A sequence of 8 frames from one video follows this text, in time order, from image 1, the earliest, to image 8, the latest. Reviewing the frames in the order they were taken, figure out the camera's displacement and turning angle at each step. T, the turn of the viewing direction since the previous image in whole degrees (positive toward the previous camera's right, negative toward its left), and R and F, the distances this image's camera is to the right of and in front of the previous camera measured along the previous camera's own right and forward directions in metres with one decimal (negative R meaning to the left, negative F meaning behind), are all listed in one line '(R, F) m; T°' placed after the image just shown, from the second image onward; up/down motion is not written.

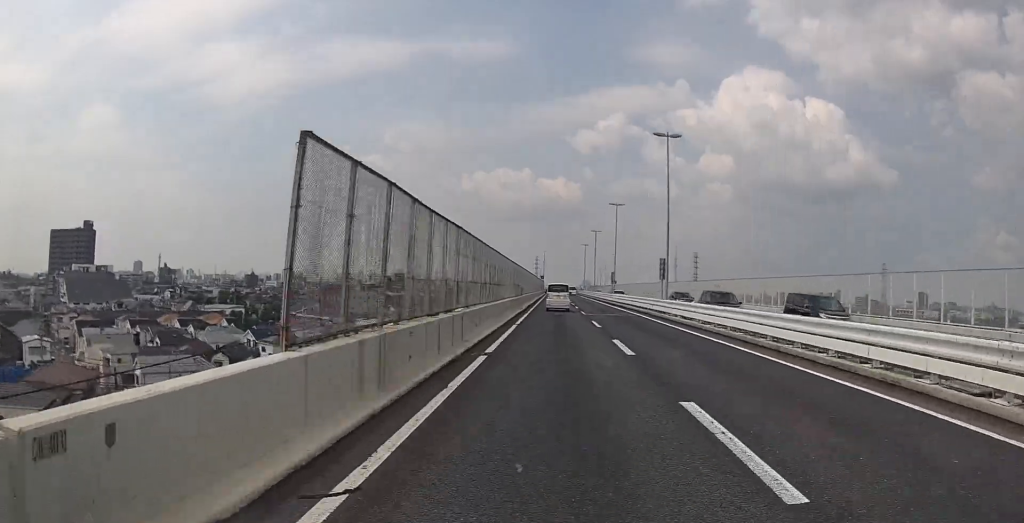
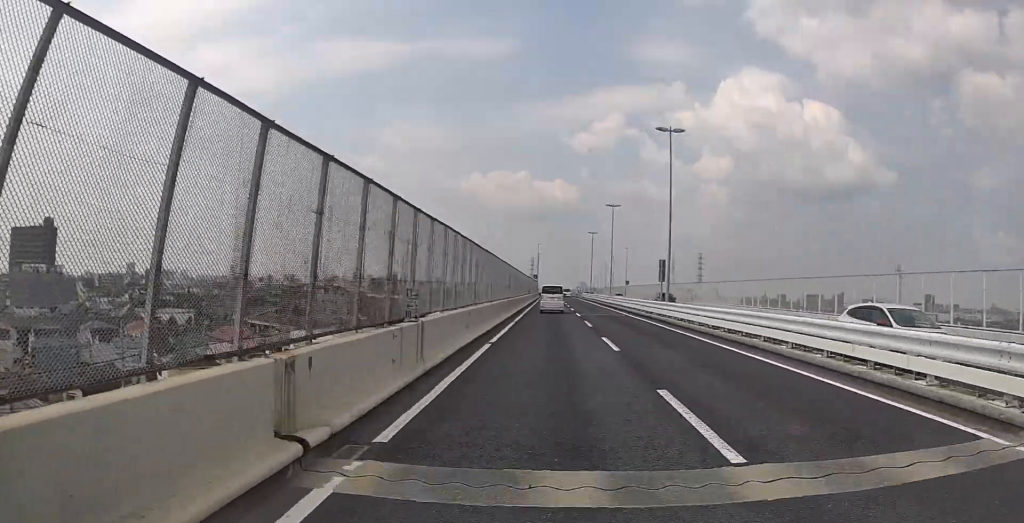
(0.0, +29.3) m; 0°
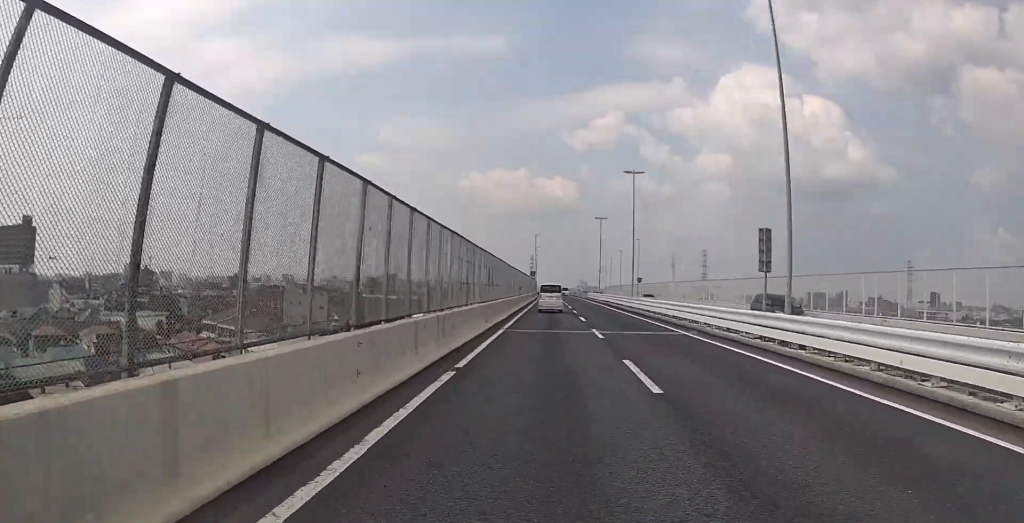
(0.0, +15.7) m; 0°
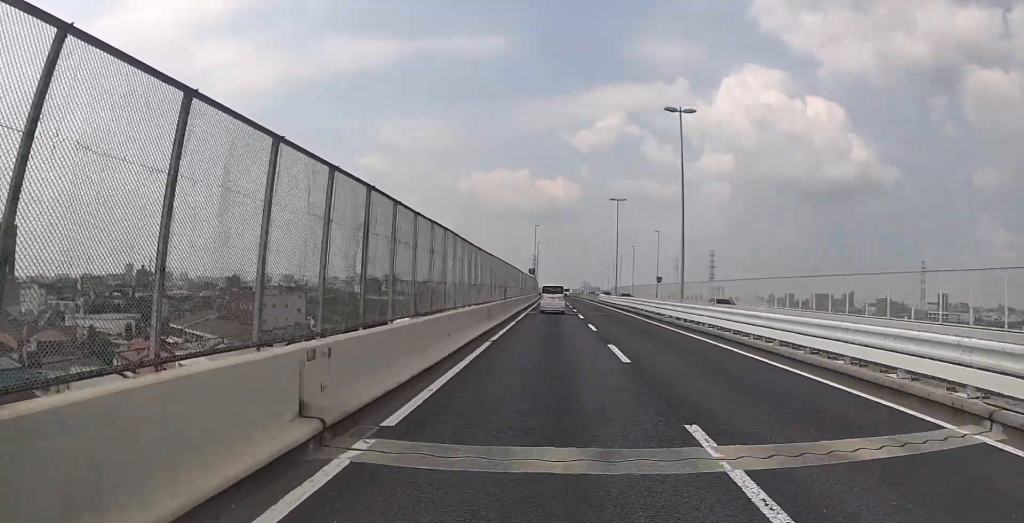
(0.0, +16.2) m; +1°
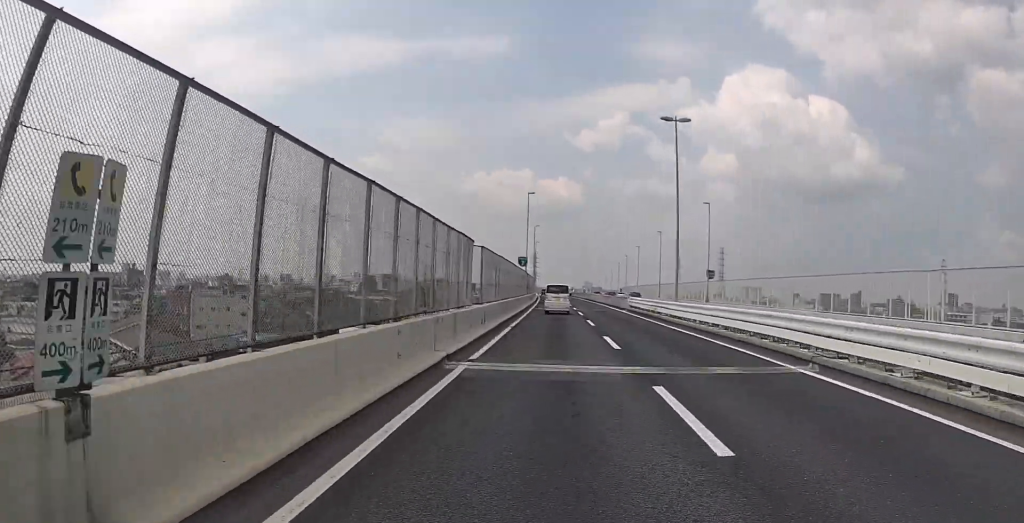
(+0.5, +27.1) m; 0°
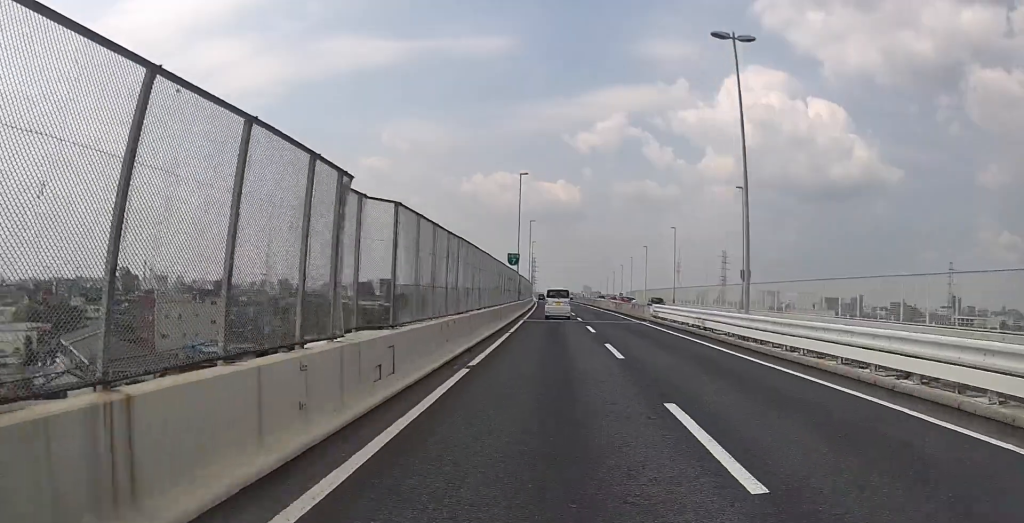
(-0.2, +11.1) m; -1°
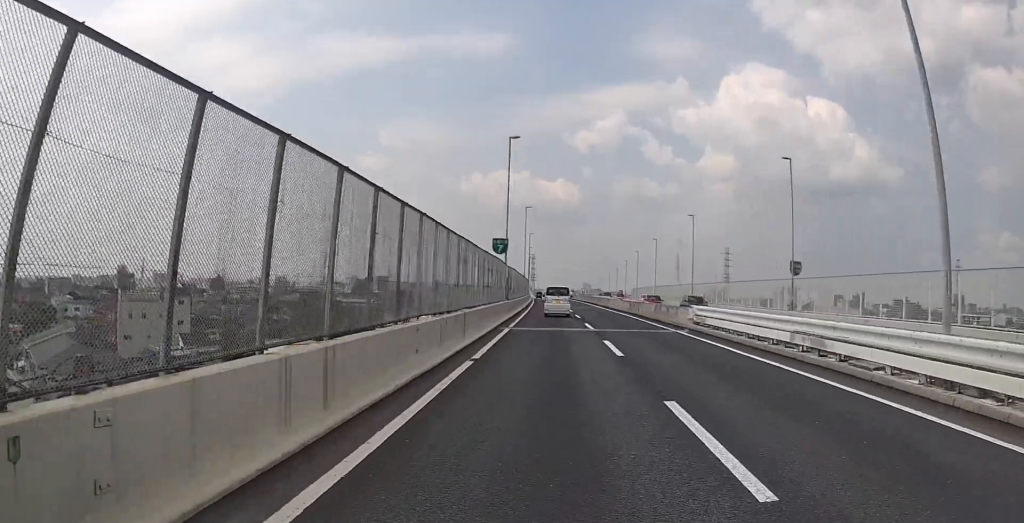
(-0.1, +9.7) m; 0°
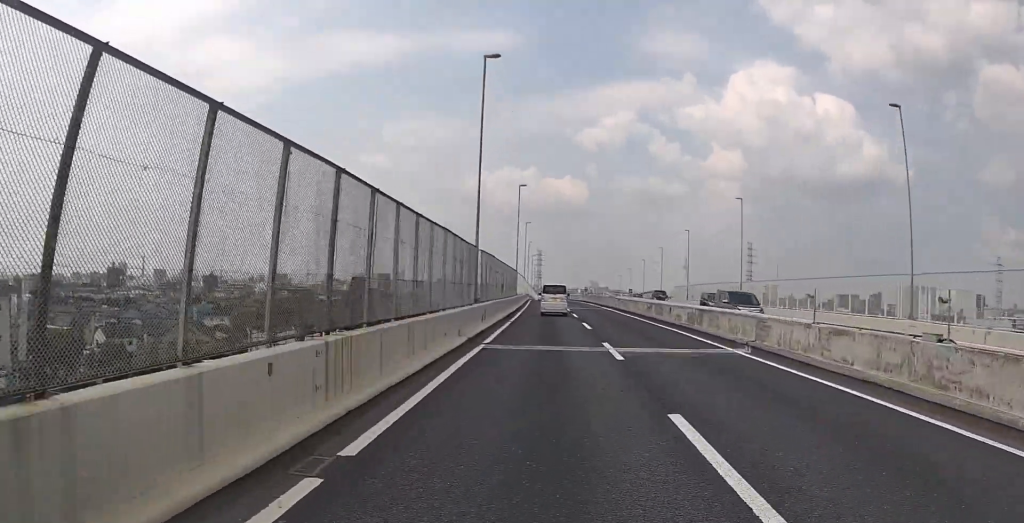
(0.0, +42.2) m; 0°
